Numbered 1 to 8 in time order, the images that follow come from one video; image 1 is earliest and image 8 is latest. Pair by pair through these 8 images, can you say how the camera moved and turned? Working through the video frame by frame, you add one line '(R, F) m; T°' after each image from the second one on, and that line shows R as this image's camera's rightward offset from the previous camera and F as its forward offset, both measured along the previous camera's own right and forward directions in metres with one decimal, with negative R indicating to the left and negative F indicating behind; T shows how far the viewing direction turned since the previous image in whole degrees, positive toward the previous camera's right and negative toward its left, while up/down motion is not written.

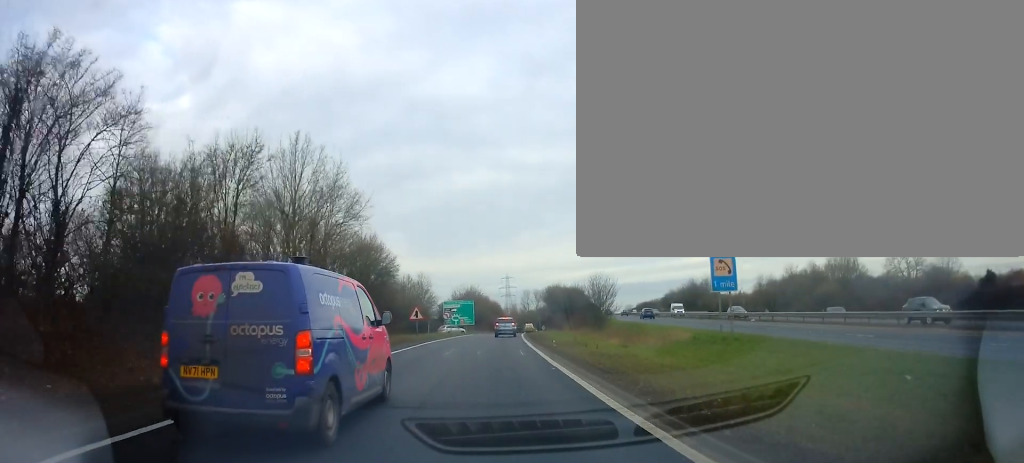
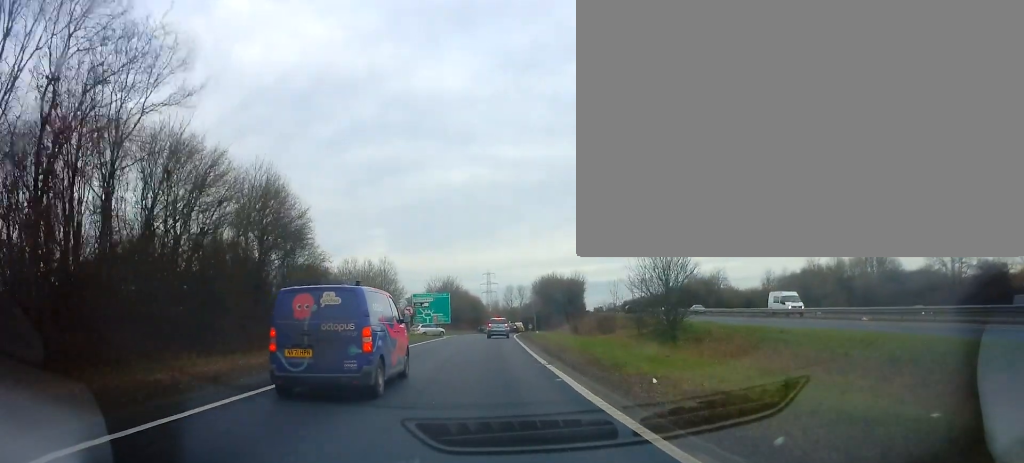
(+0.8, +17.9) m; +2°
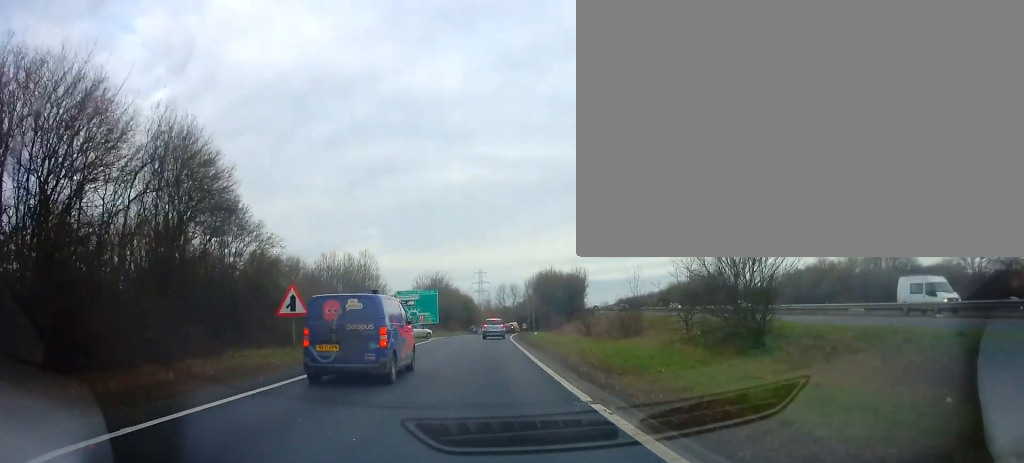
(-0.1, +7.0) m; 0°
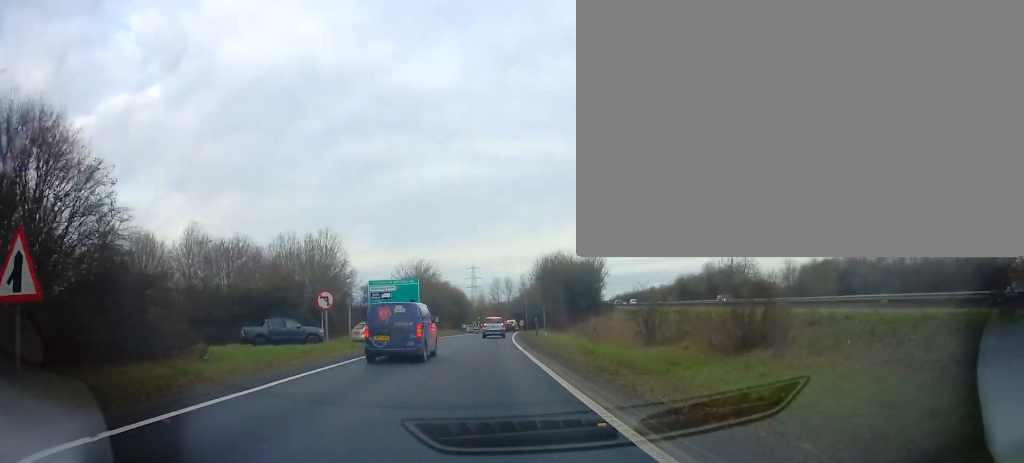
(-0.2, +12.7) m; 0°
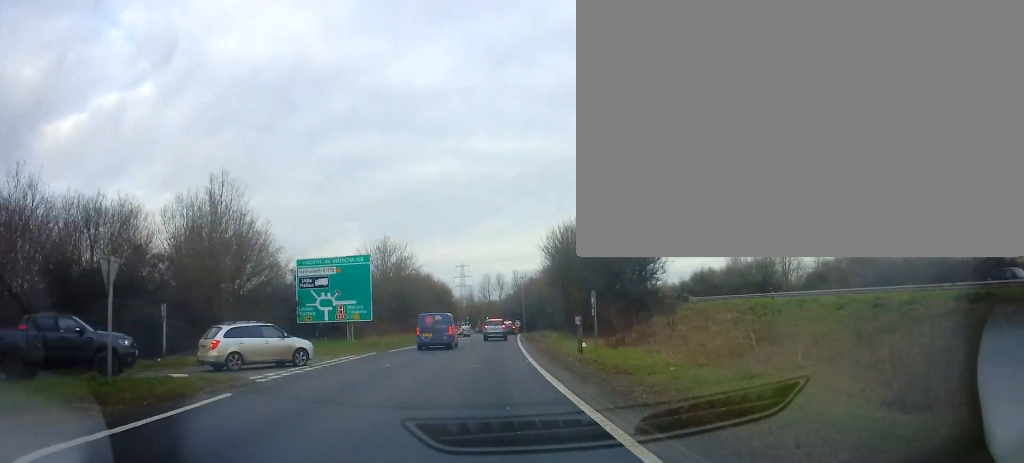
(+0.2, +17.9) m; 0°
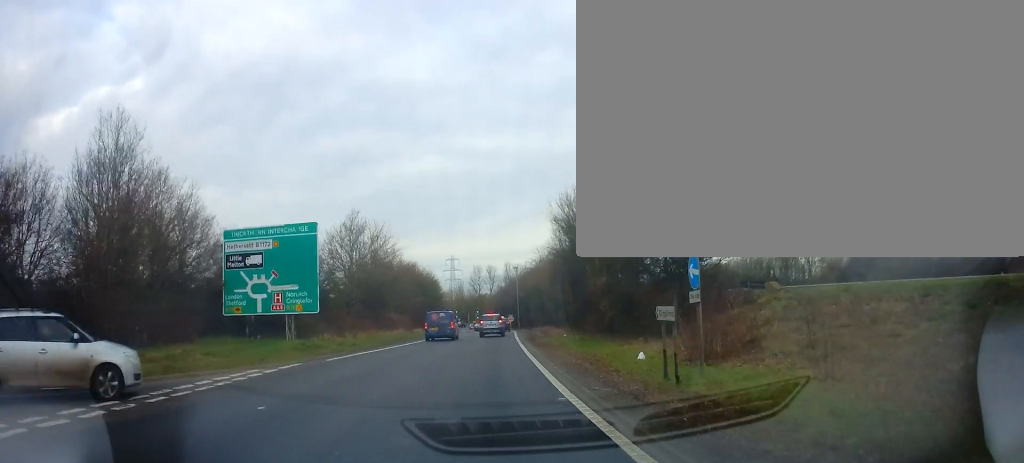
(0.0, +8.9) m; +1°
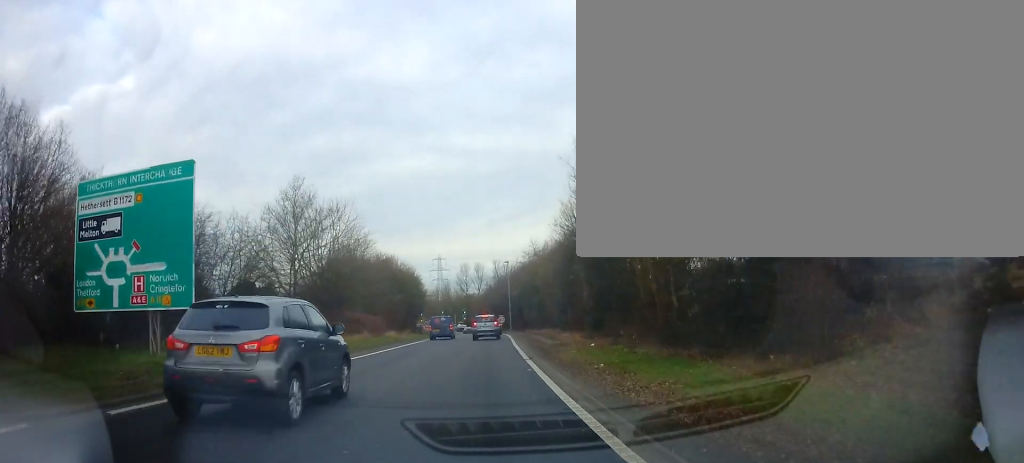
(+0.2, +10.6) m; +2°
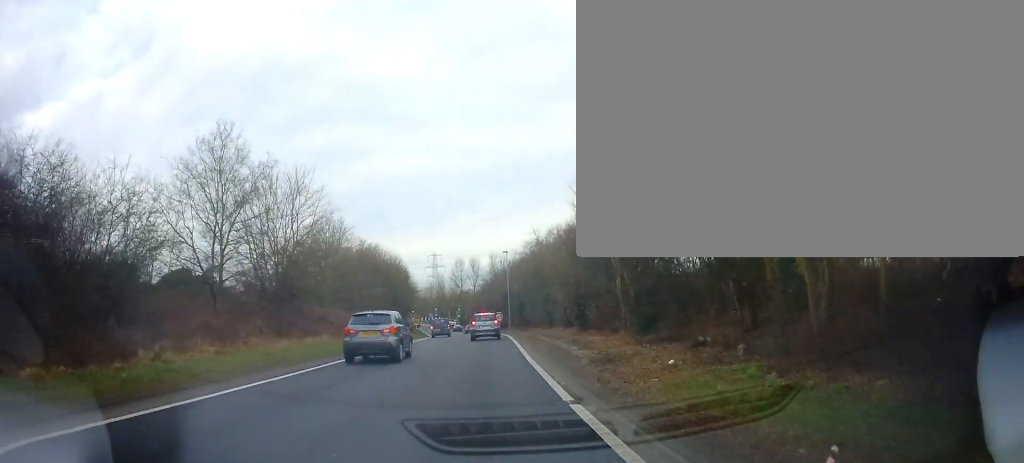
(+0.1, +9.7) m; -1°
